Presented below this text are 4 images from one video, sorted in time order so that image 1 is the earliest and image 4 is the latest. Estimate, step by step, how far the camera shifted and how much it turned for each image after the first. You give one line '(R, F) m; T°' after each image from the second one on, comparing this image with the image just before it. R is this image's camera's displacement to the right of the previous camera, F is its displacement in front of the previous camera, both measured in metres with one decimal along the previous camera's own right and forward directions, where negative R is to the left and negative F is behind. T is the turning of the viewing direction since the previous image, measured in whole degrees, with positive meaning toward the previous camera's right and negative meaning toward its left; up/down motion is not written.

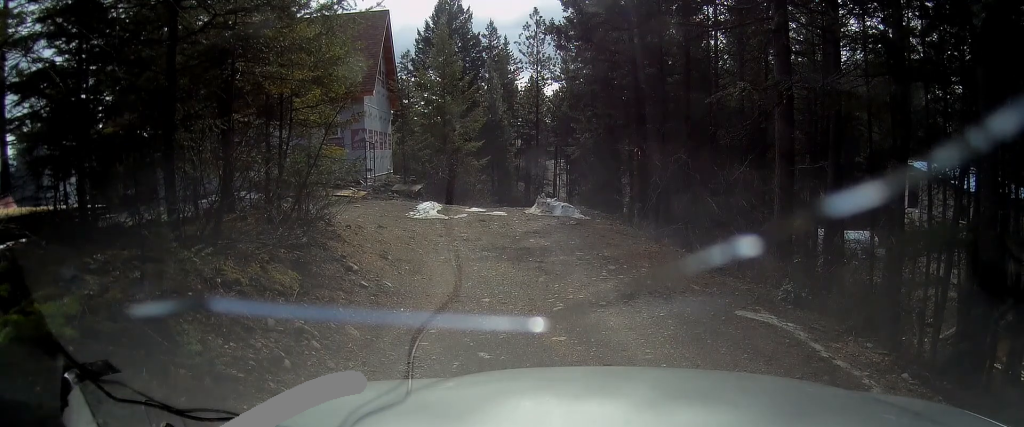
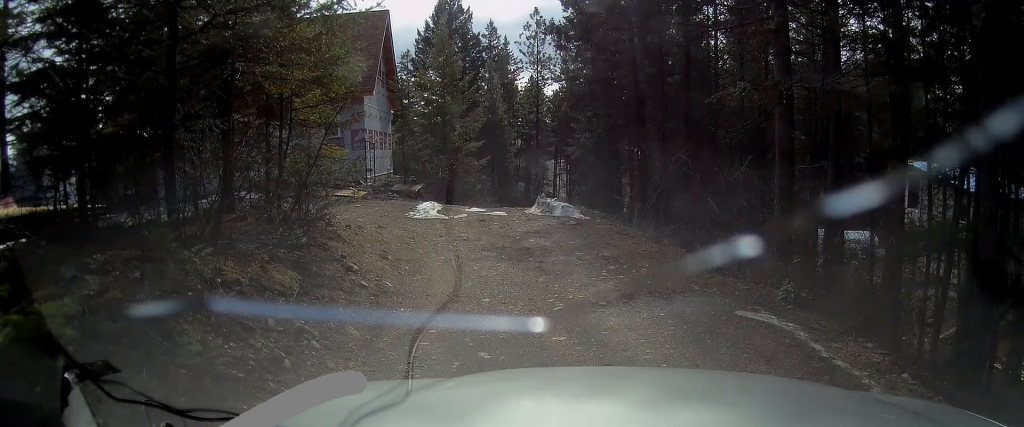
(0.0, 0.0) m; 0°
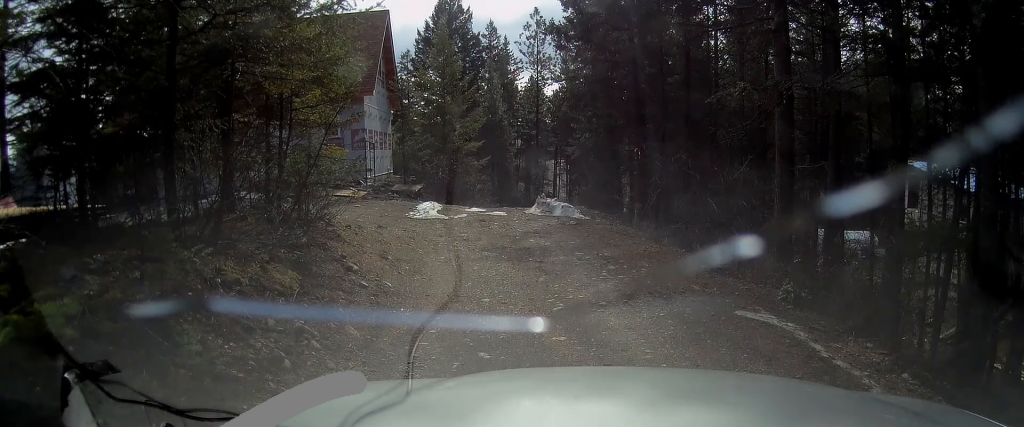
(0.0, 0.0) m; 0°
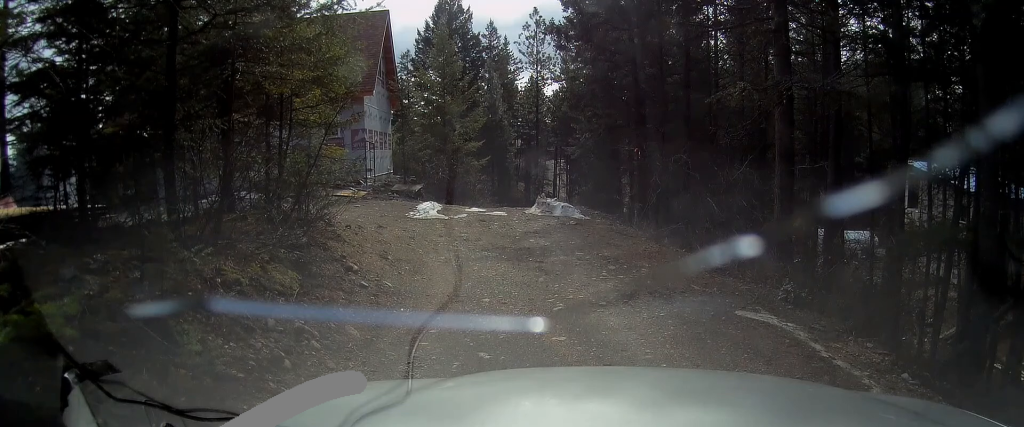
(0.0, 0.0) m; 0°
